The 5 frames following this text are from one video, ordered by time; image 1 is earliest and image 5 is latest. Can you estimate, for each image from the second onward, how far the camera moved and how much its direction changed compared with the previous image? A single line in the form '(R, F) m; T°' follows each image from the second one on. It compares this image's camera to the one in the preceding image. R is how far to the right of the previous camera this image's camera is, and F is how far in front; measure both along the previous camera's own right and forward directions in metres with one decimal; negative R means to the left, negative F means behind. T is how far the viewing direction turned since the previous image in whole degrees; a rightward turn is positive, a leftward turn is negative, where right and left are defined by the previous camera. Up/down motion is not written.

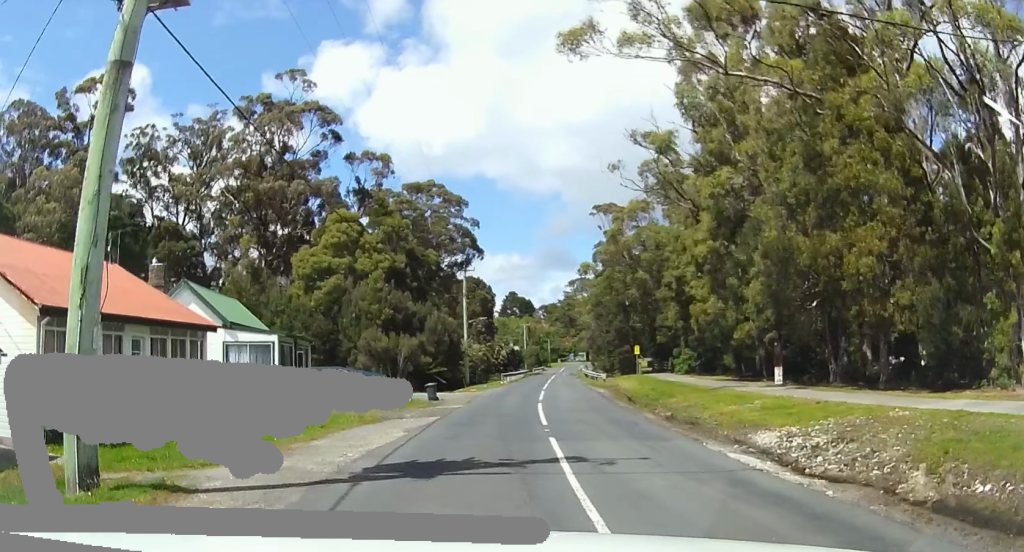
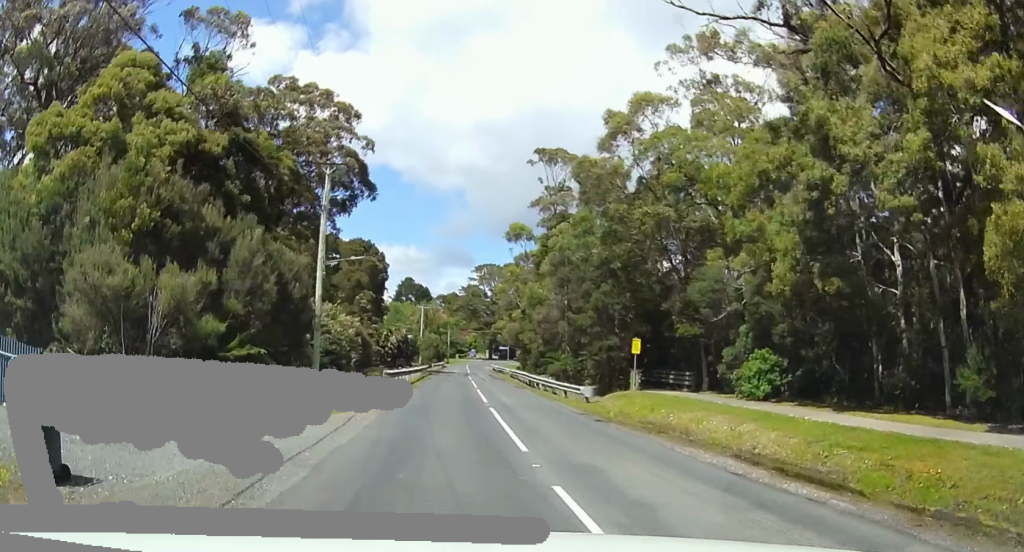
(+4.4, +29.0) m; +17°
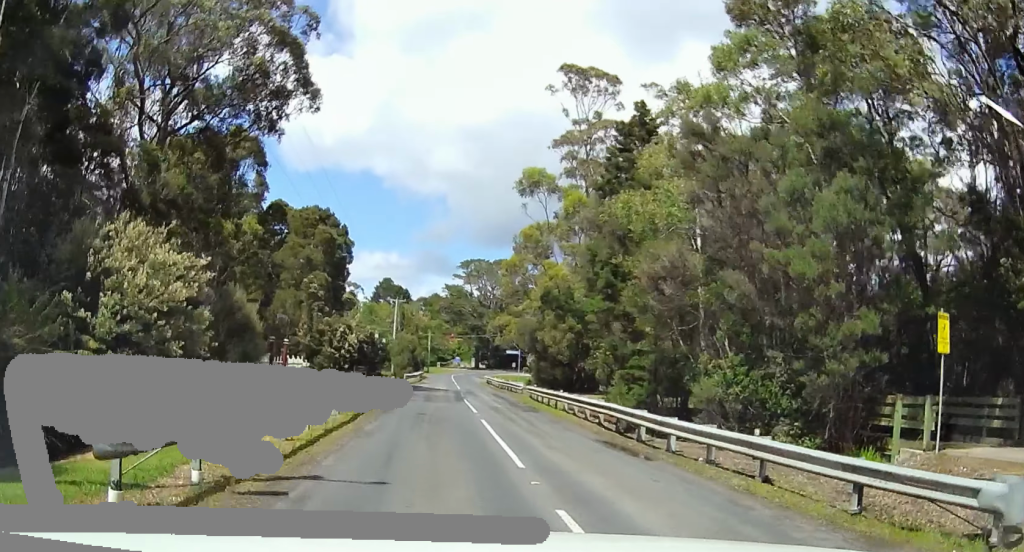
(+0.4, +24.5) m; +1°
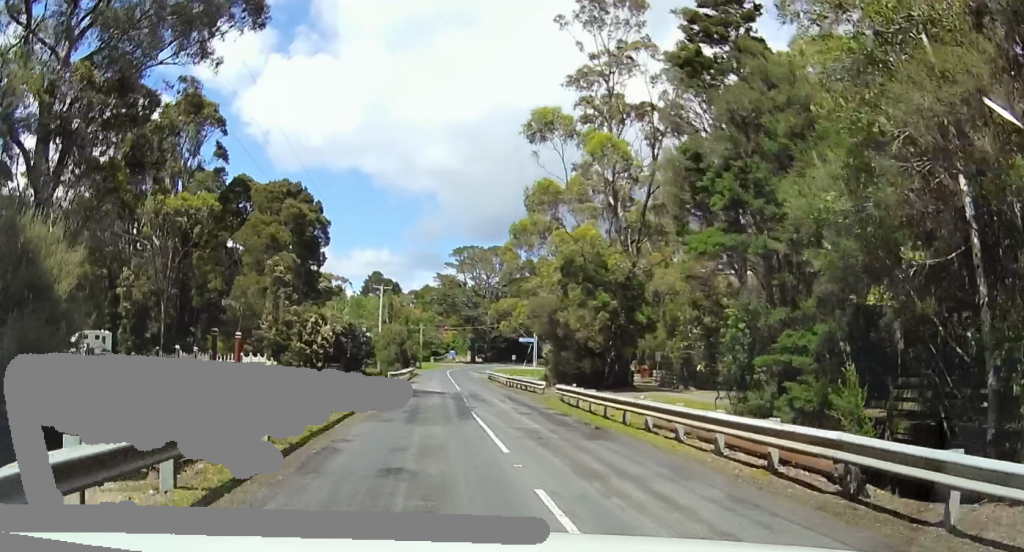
(0.0, +10.4) m; 0°
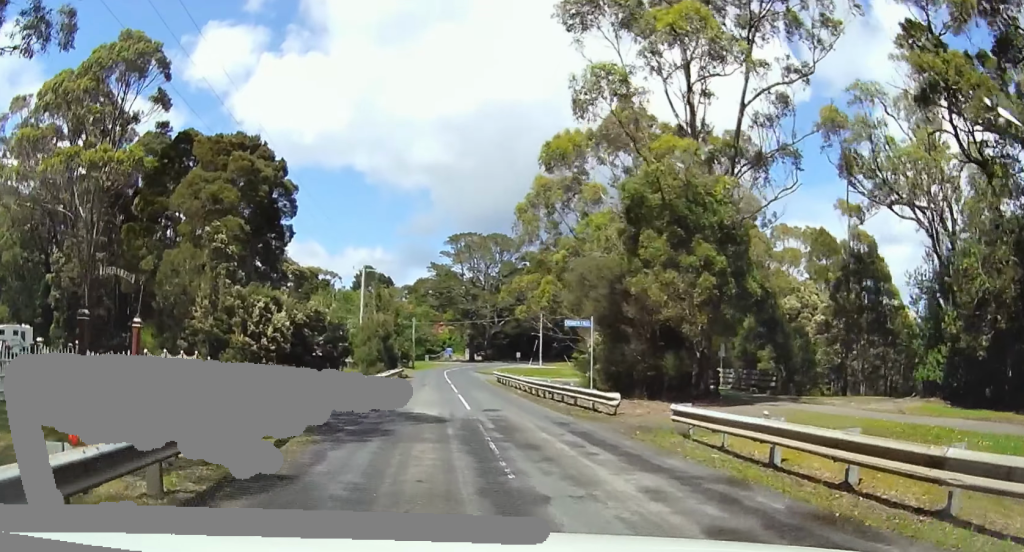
(+0.1, +13.1) m; +1°
